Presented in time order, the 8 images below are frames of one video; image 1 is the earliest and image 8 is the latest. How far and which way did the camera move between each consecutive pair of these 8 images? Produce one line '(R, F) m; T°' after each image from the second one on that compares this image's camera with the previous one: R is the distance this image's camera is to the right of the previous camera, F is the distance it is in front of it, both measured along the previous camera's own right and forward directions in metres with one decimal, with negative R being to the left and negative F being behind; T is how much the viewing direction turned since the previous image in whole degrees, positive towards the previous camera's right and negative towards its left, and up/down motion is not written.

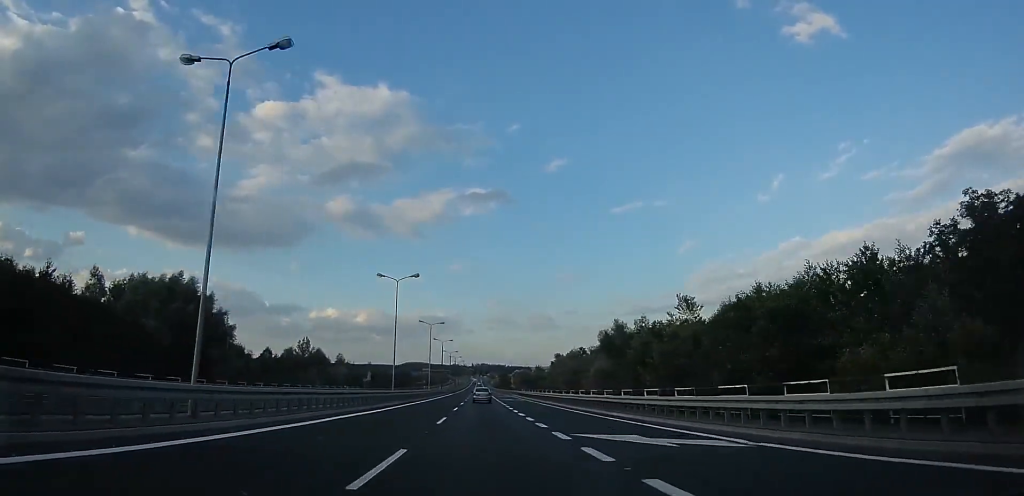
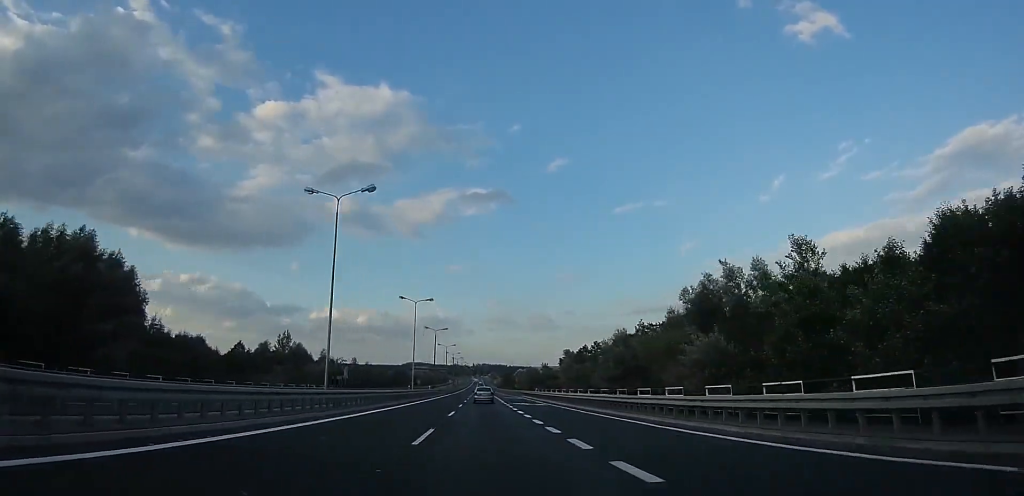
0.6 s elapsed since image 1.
(0.0, +18.5) m; 0°
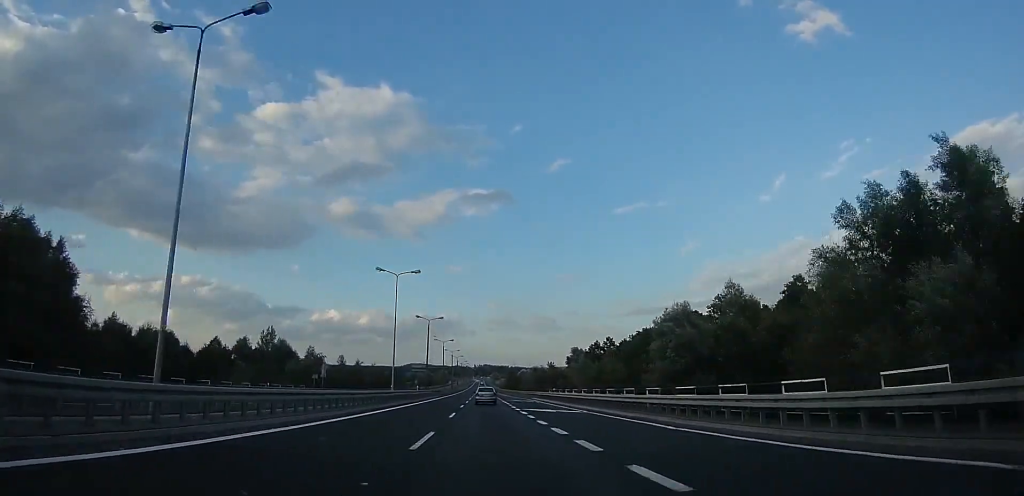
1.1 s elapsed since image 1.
(0.0, +12.8) m; 0°
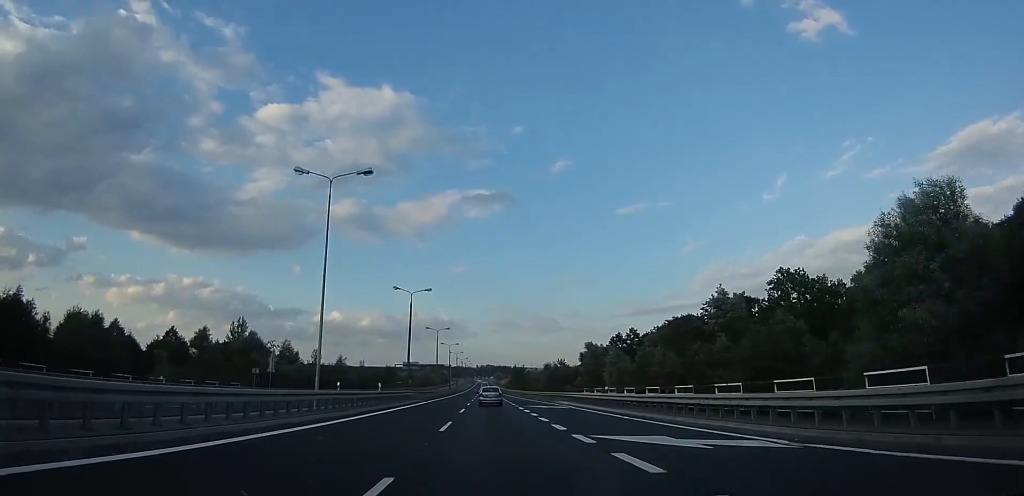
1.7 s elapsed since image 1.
(0.0, +19.0) m; -1°
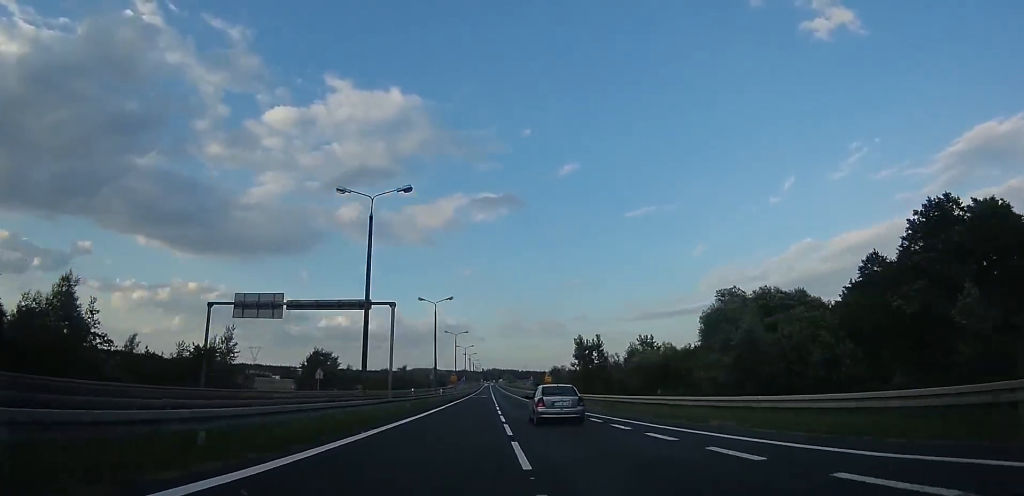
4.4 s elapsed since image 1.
(-1.9, +84.1) m; -1°
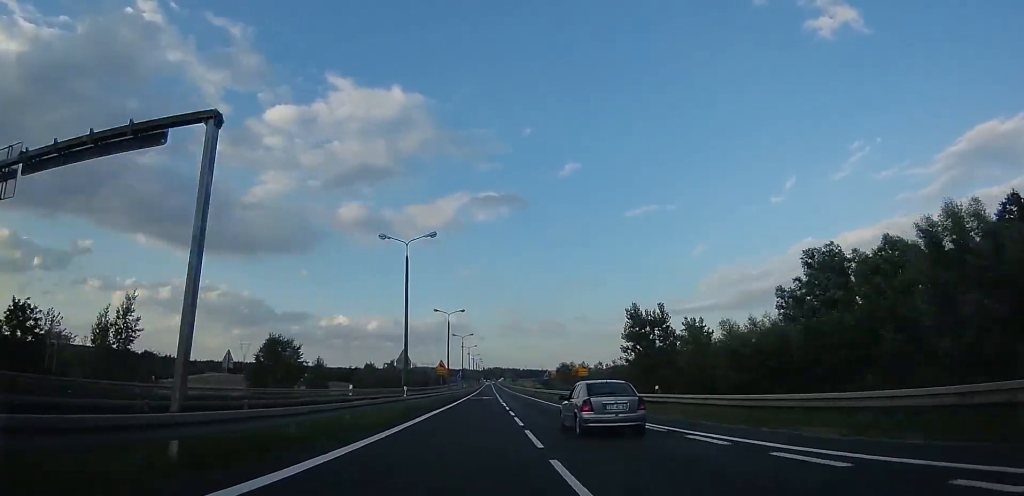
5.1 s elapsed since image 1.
(0.0, +21.4) m; 0°
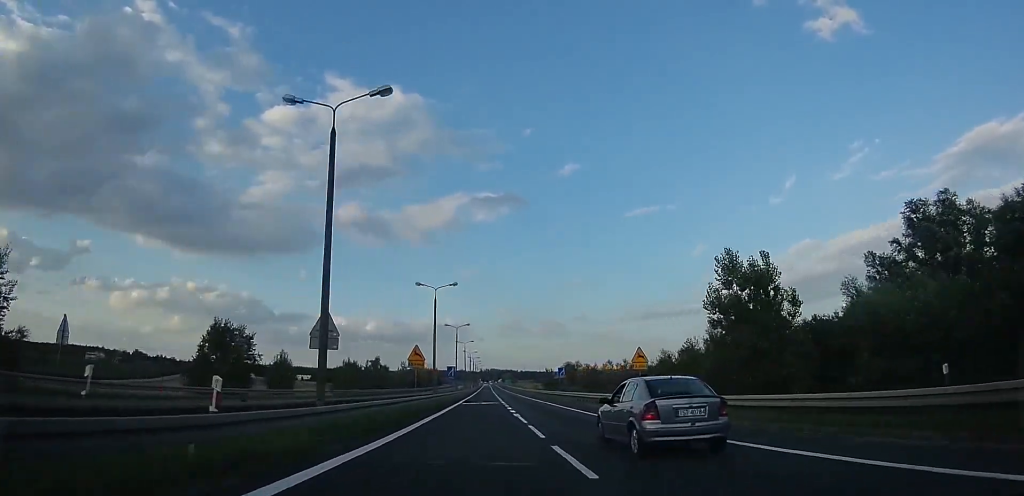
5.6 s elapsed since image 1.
(0.0, +16.0) m; +1°
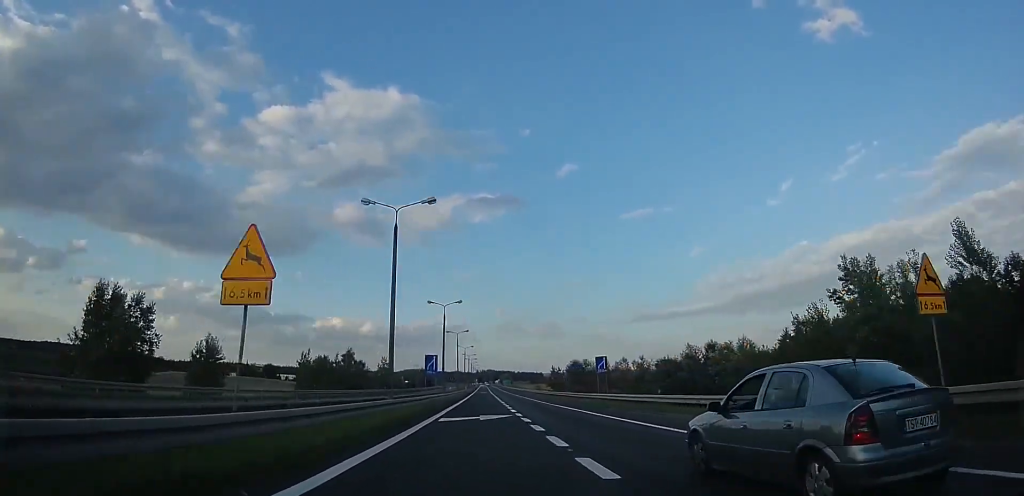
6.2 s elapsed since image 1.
(-0.2, +20.3) m; +1°
